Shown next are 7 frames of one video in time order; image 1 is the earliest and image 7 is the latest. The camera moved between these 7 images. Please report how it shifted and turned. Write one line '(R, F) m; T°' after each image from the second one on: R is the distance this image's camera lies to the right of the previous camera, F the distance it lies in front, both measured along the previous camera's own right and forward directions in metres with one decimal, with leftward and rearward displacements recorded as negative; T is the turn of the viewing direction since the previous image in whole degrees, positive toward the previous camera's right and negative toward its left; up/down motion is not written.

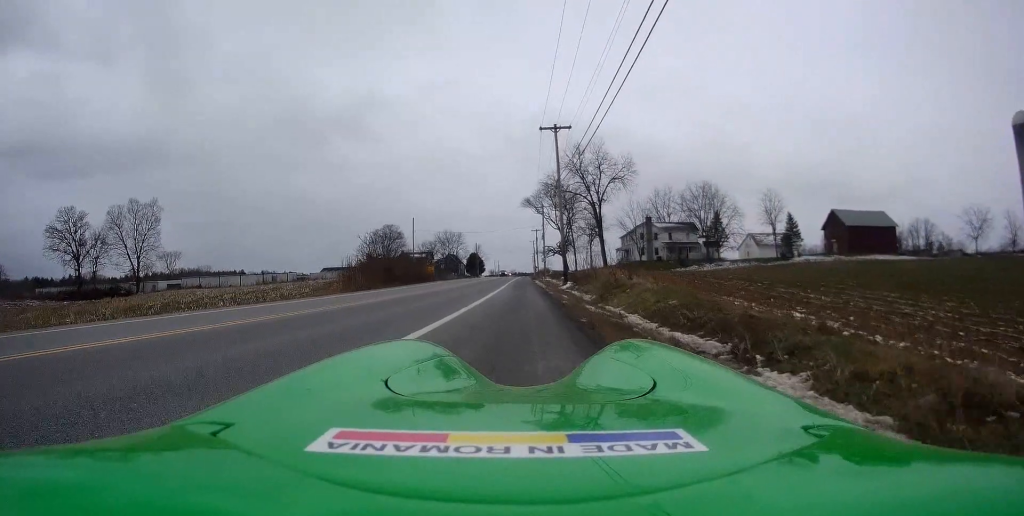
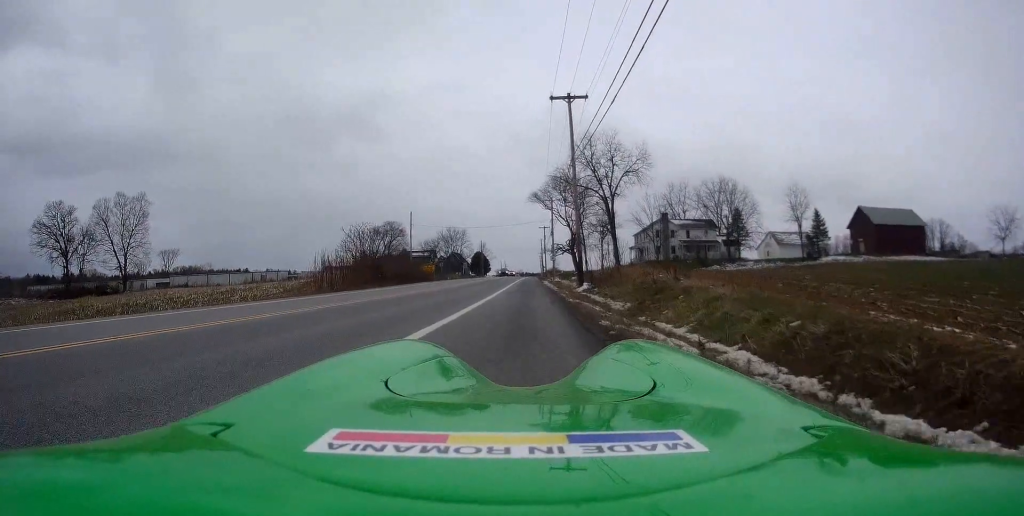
(-0.2, +8.1) m; -5°
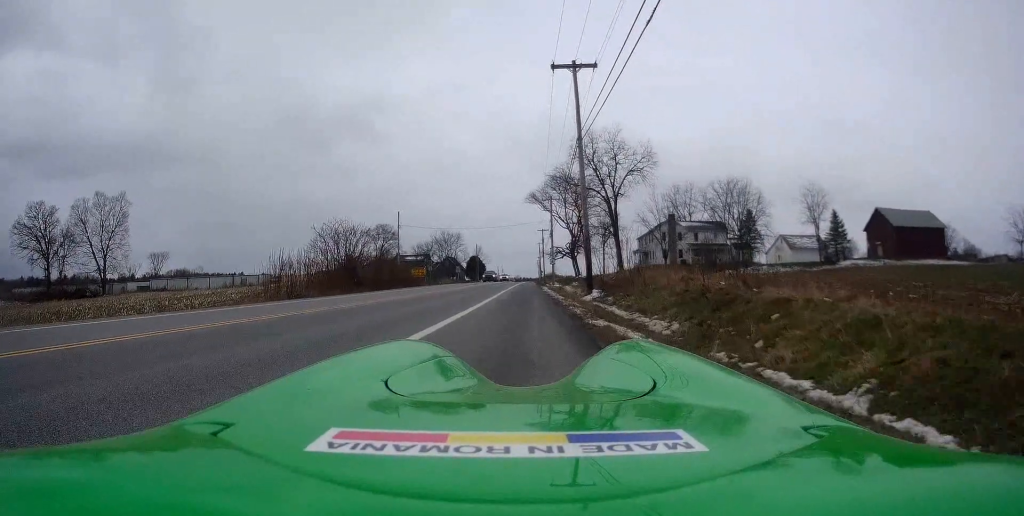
(-0.2, +7.4) m; +1°
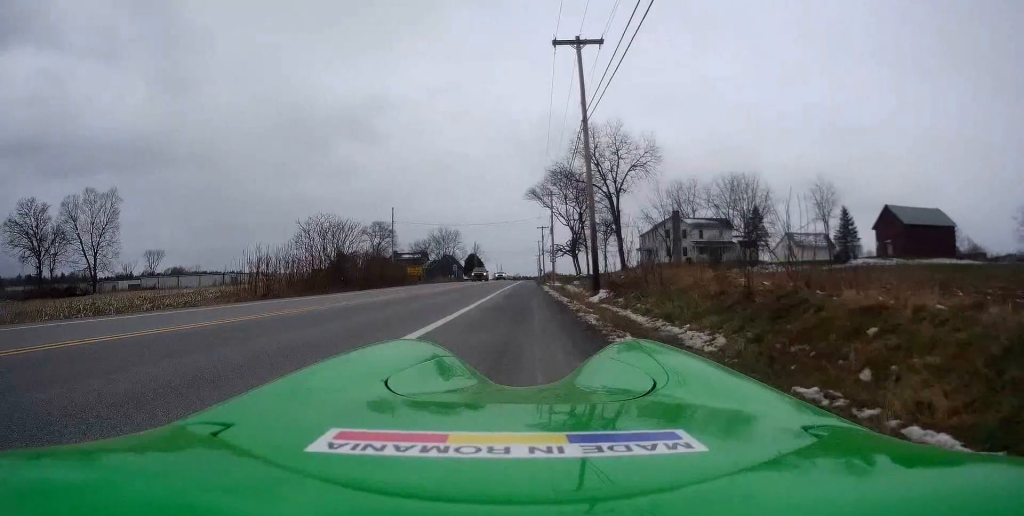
(+0.2, +3.6) m; +2°
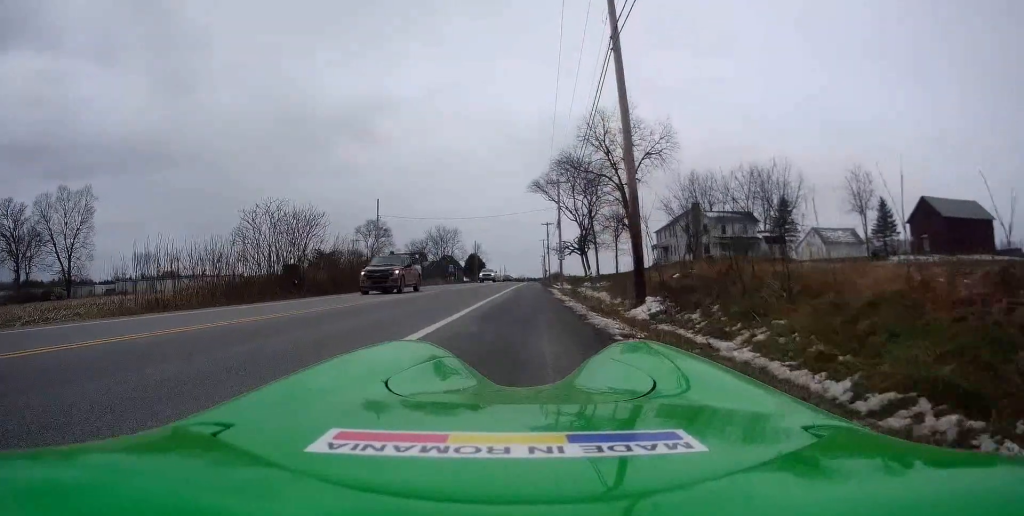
(-0.9, +9.0) m; -4°
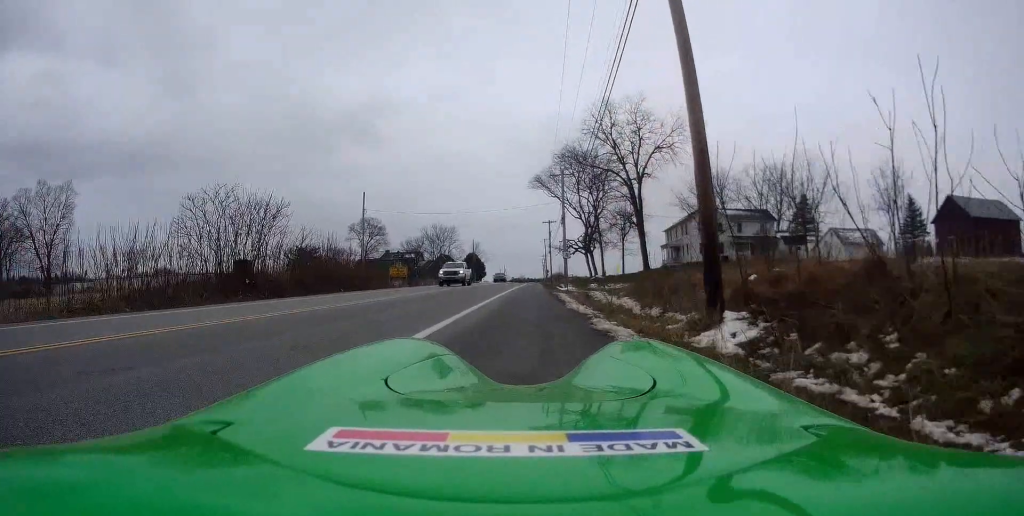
(+0.5, +6.2) m; +5°
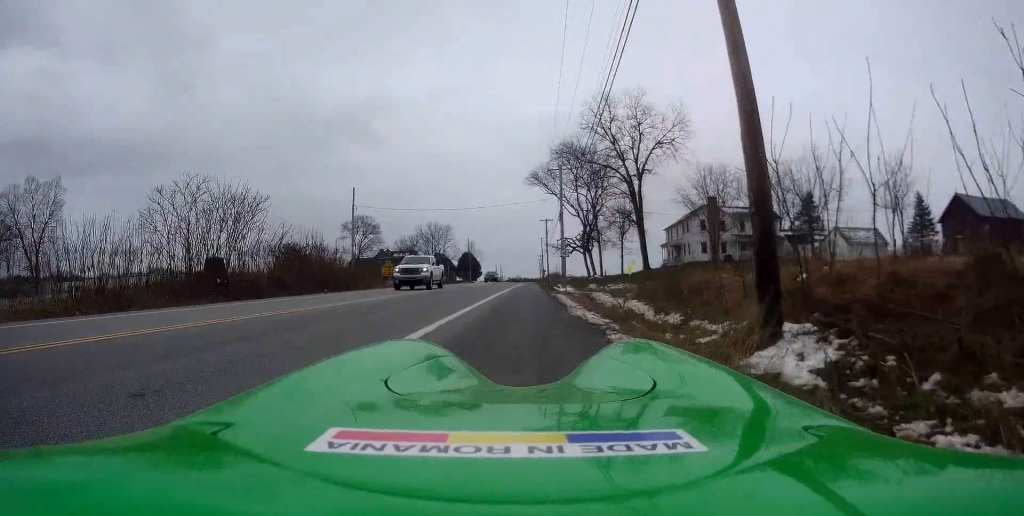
(0.0, +2.5) m; 0°
